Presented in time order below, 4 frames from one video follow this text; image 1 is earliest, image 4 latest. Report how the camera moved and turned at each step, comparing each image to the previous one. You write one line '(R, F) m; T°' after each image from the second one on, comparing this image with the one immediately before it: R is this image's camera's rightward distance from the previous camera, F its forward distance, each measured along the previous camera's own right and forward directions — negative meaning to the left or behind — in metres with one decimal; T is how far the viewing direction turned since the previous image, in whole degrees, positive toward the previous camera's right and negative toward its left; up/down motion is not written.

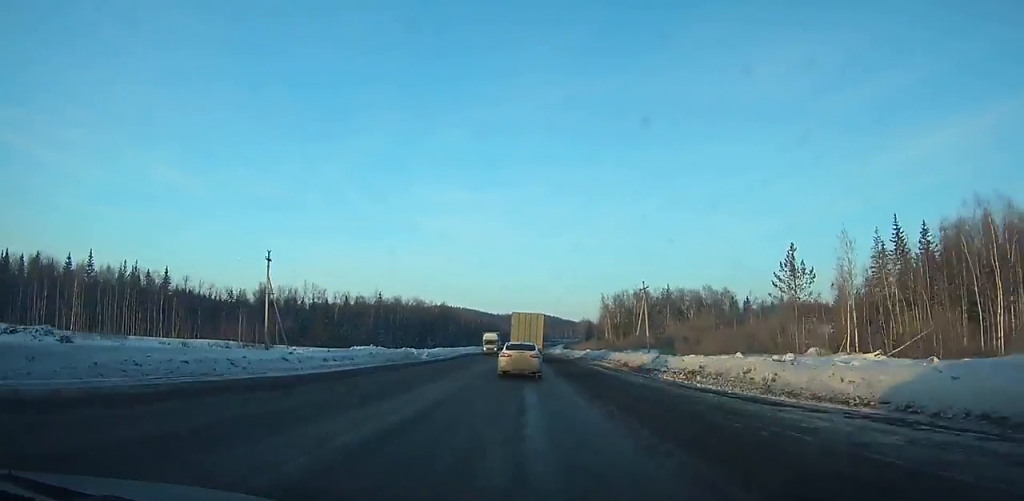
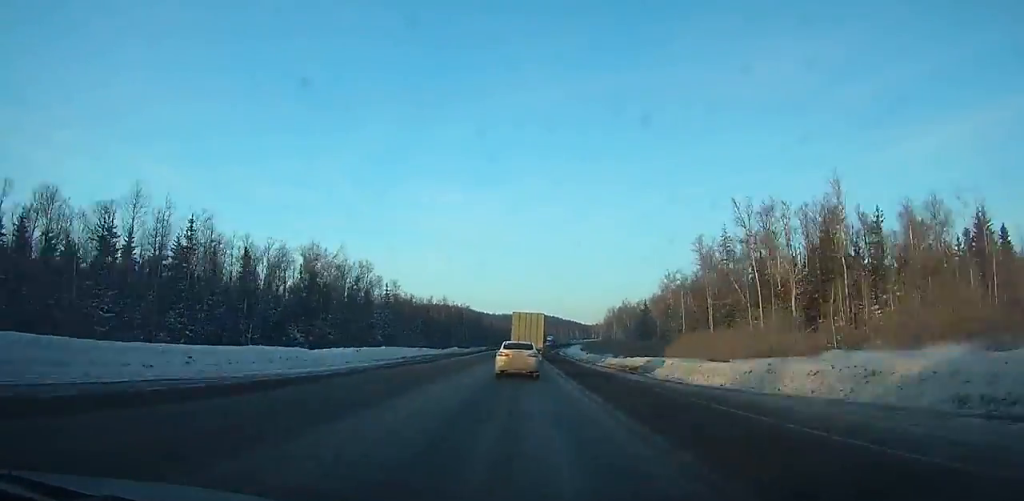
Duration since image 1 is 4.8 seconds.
(+0.2, +100.5) m; +1°
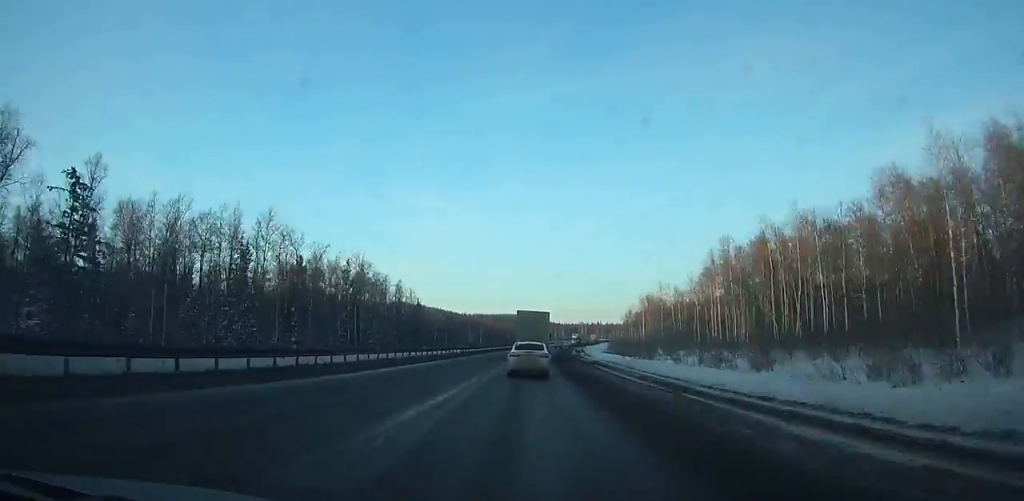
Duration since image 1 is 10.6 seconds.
(+3.1, +122.0) m; +4°
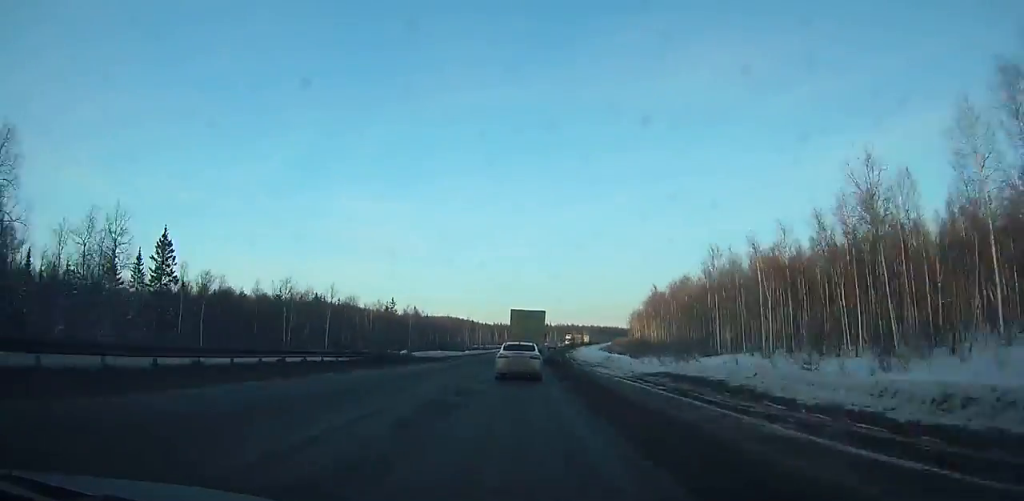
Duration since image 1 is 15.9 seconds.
(+5.1, +109.0) m; +5°
